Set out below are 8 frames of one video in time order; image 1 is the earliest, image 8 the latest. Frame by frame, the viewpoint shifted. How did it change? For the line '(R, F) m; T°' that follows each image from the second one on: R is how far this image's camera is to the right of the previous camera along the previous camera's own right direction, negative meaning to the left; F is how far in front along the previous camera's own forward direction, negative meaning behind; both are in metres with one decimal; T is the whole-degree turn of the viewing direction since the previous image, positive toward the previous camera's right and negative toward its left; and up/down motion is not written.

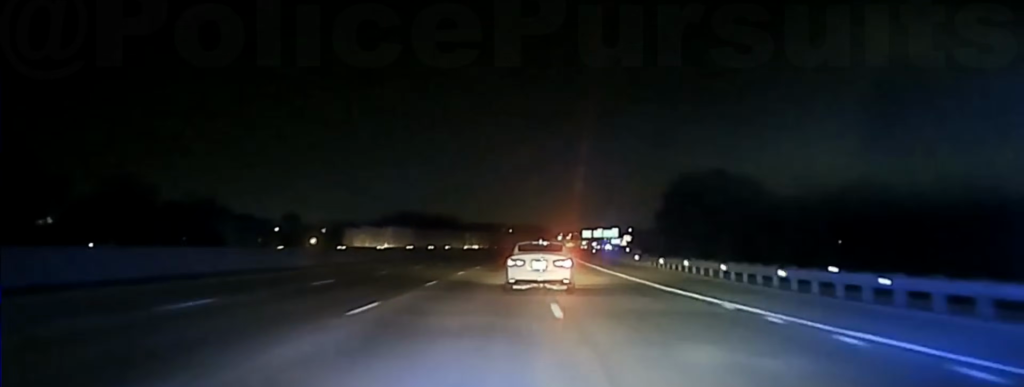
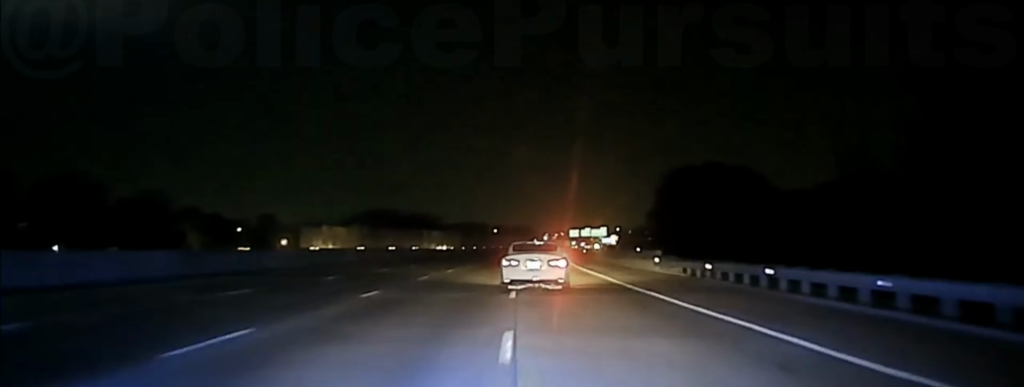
(+0.1, +18.0) m; +1°
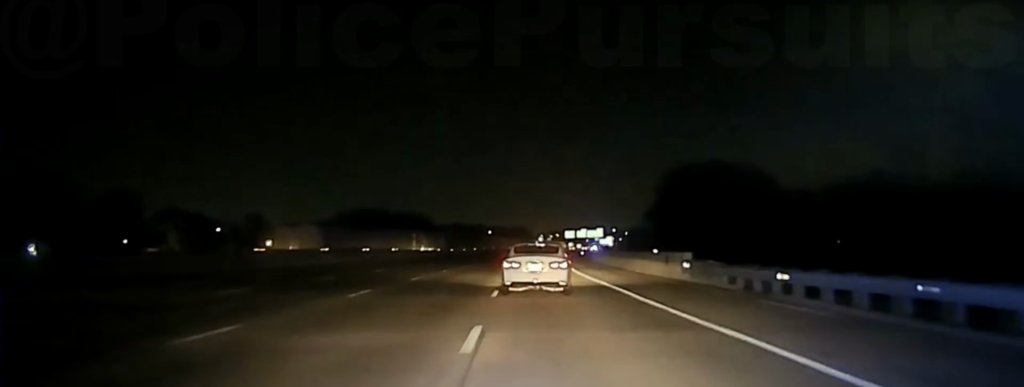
(+0.2, +11.3) m; 0°
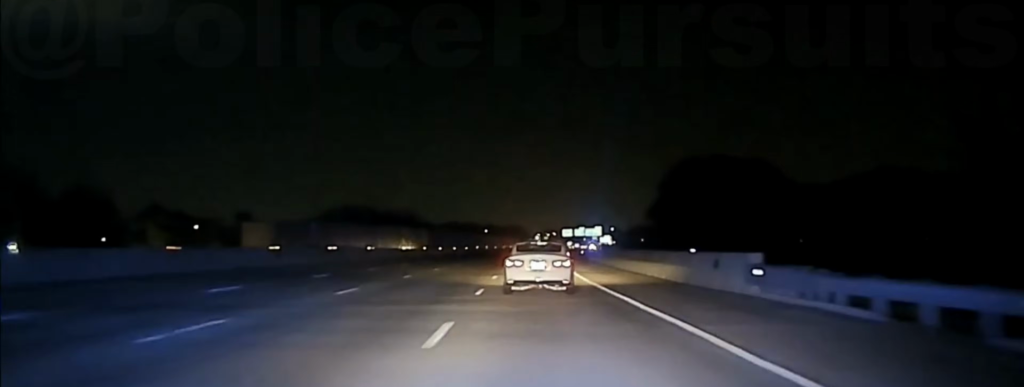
(+0.1, +11.3) m; 0°
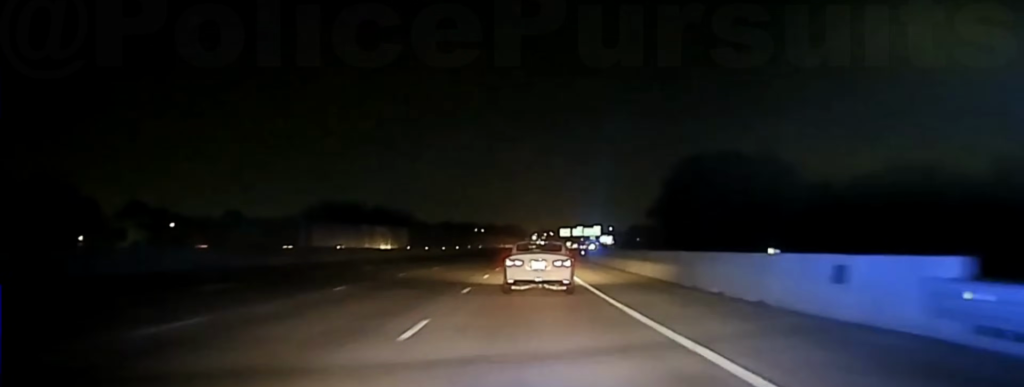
(0.0, +11.4) m; 0°
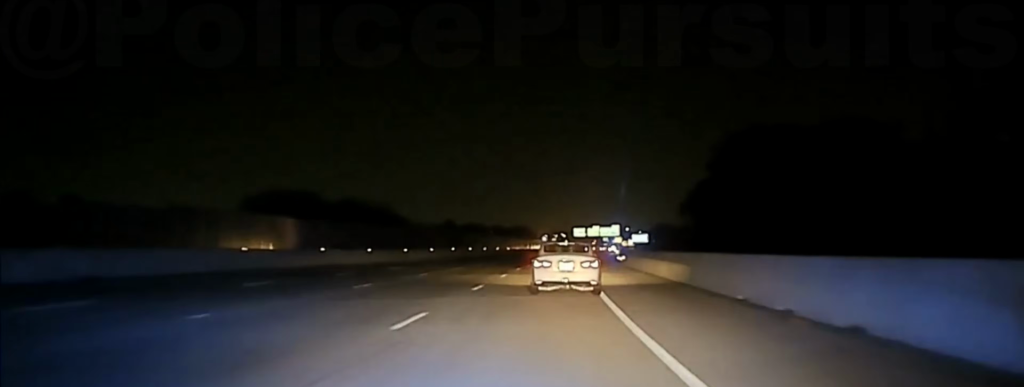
(-0.2, +47.0) m; +1°
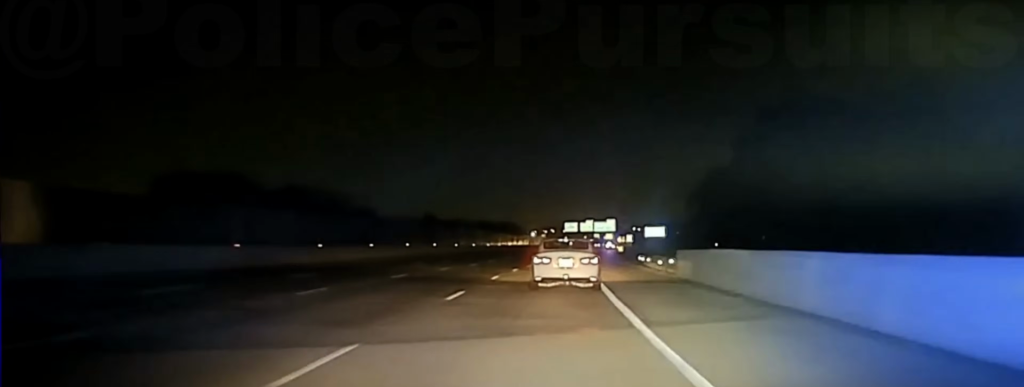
(+0.3, +29.7) m; +1°
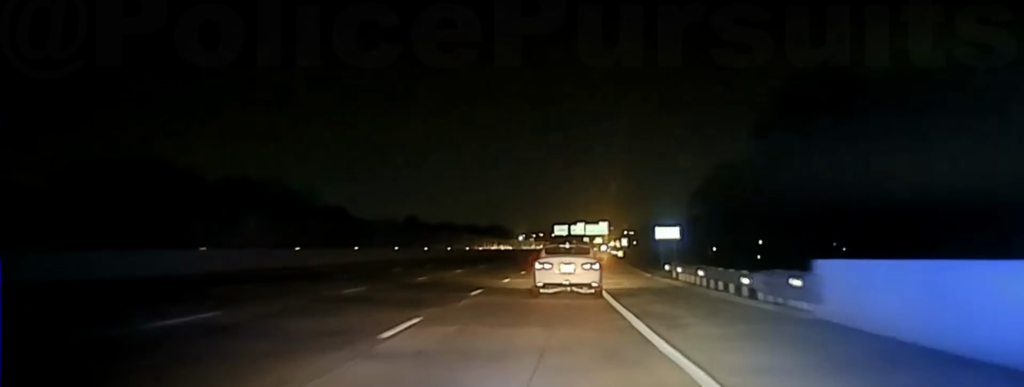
(0.0, +17.6) m; 0°
